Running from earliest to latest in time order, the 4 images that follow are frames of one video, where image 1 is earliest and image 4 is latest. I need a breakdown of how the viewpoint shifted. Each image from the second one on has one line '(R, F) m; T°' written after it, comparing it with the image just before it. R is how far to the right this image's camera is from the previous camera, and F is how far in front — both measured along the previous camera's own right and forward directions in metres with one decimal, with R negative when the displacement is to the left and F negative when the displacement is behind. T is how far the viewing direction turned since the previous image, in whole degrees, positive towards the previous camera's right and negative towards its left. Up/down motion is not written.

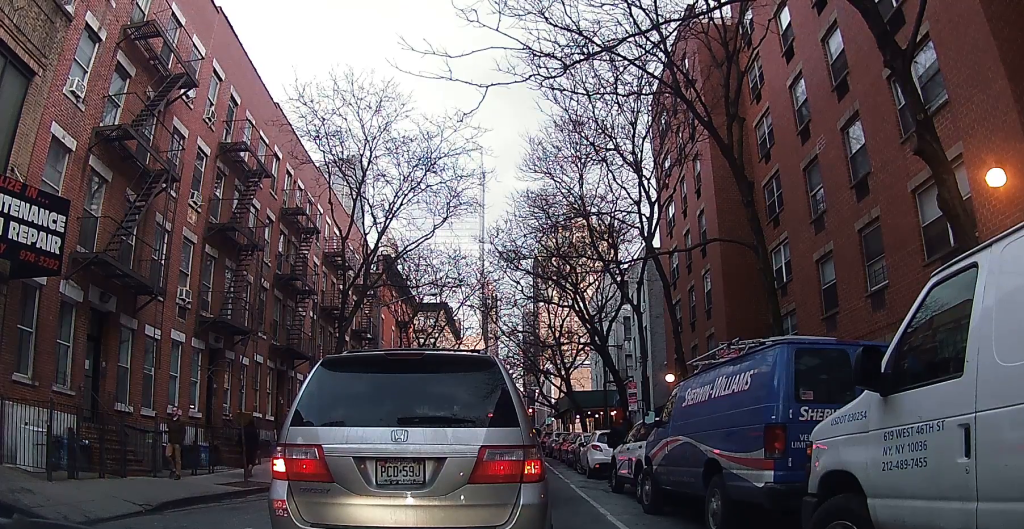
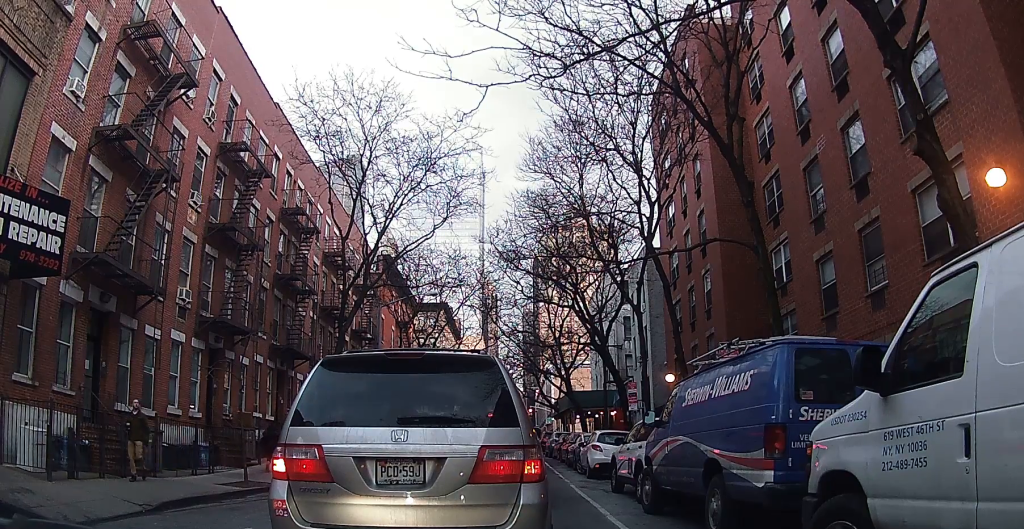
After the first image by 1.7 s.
(0.0, 0.0) m; 0°
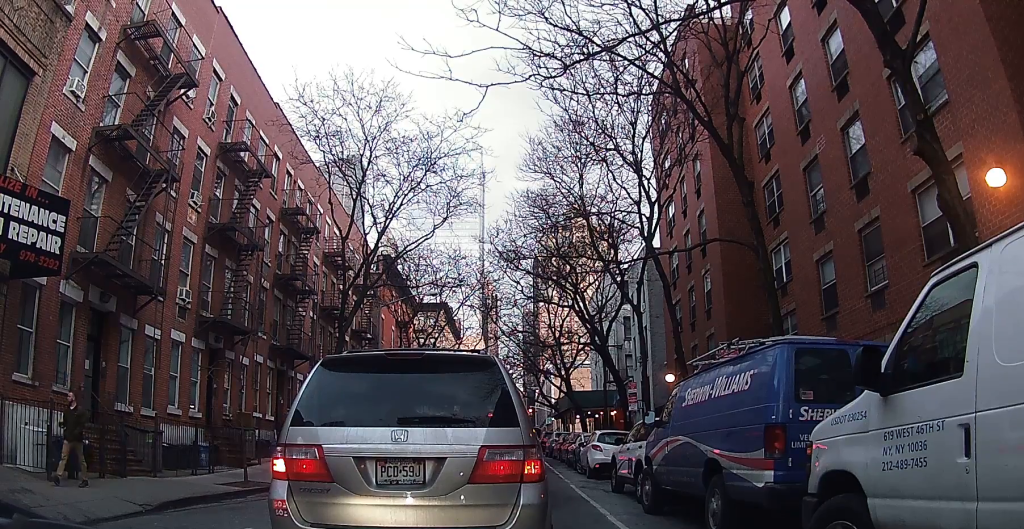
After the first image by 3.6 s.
(0.0, 0.0) m; 0°
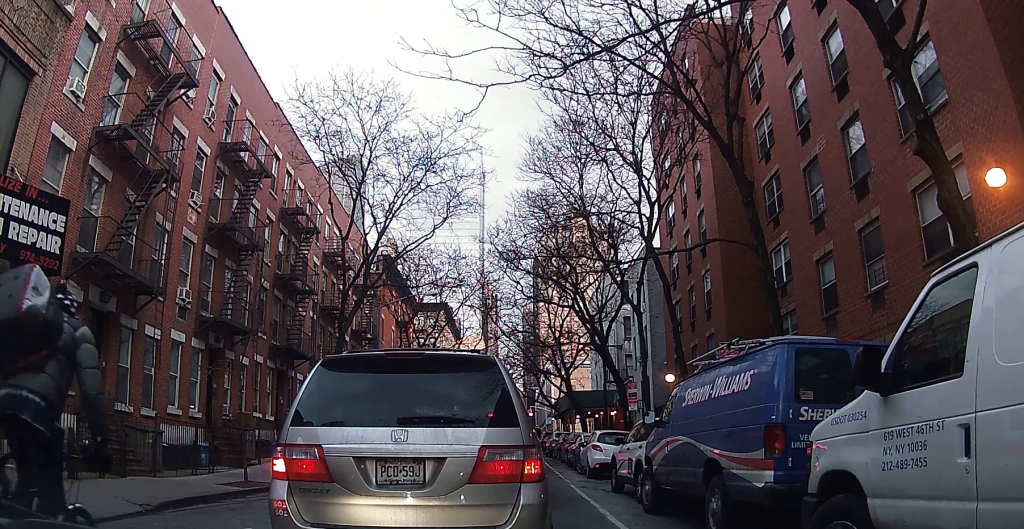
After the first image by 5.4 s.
(0.0, 0.0) m; 0°
